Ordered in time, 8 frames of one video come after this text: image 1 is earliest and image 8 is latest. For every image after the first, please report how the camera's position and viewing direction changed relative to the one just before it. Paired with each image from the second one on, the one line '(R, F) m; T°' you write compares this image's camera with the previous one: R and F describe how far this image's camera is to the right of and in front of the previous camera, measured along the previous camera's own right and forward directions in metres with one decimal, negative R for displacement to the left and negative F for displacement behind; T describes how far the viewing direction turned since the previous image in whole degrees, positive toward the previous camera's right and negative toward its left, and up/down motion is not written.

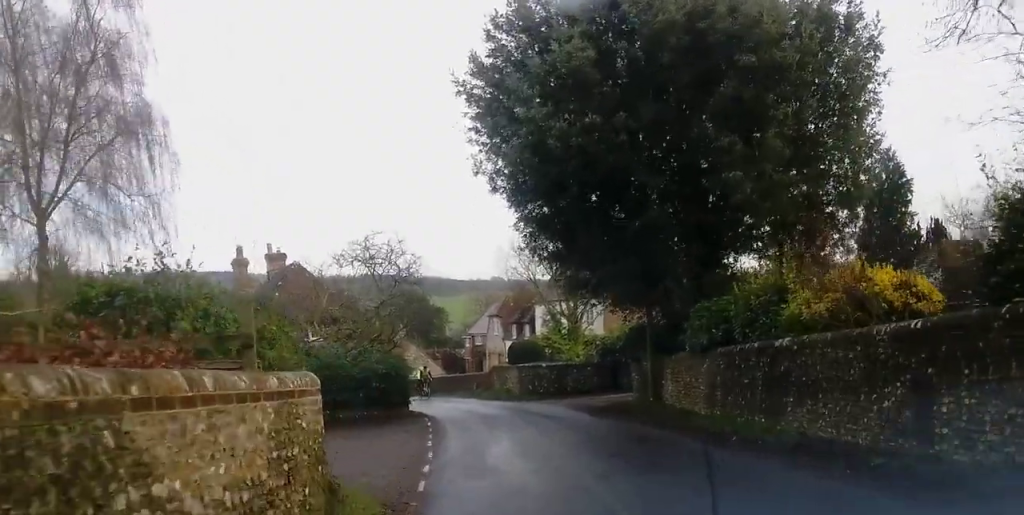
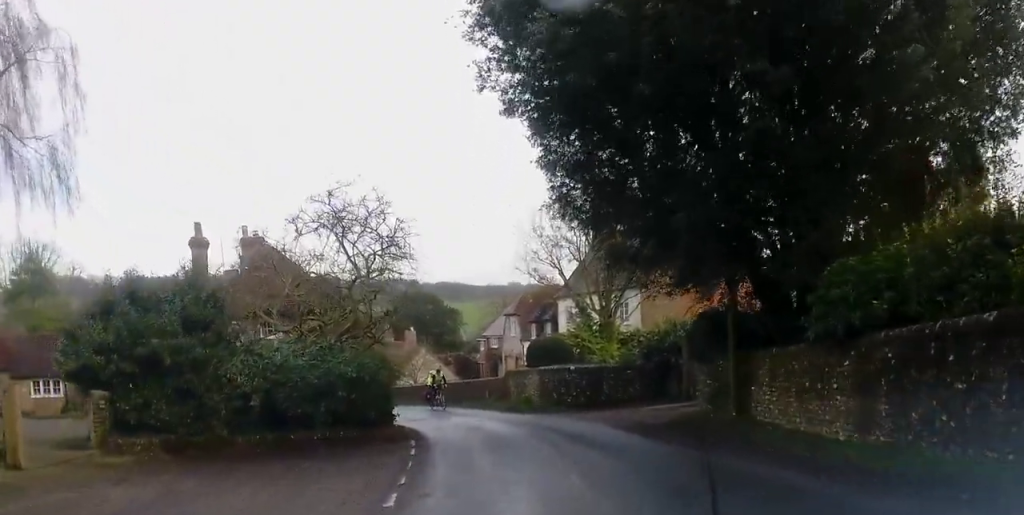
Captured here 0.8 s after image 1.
(+0.1, +6.8) m; 0°
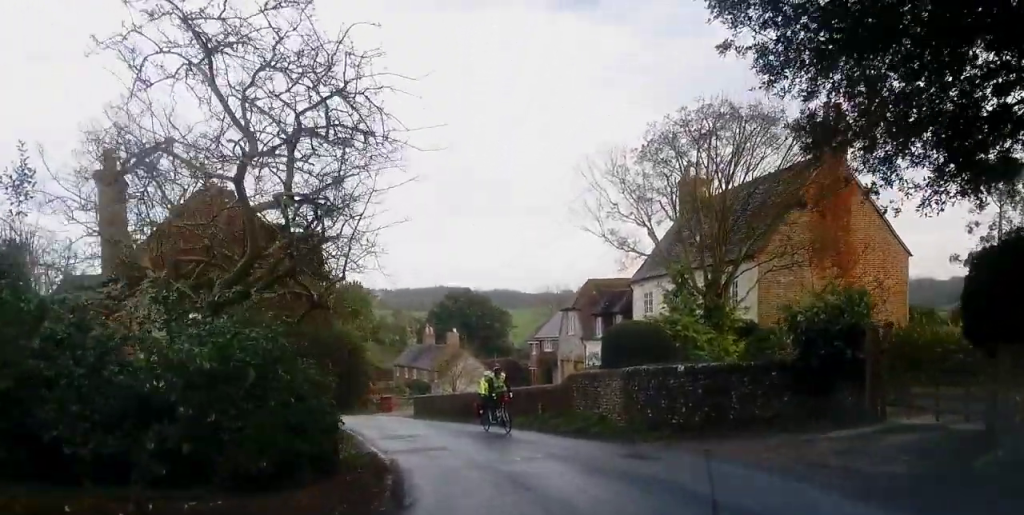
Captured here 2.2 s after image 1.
(-0.5, +10.5) m; -5°
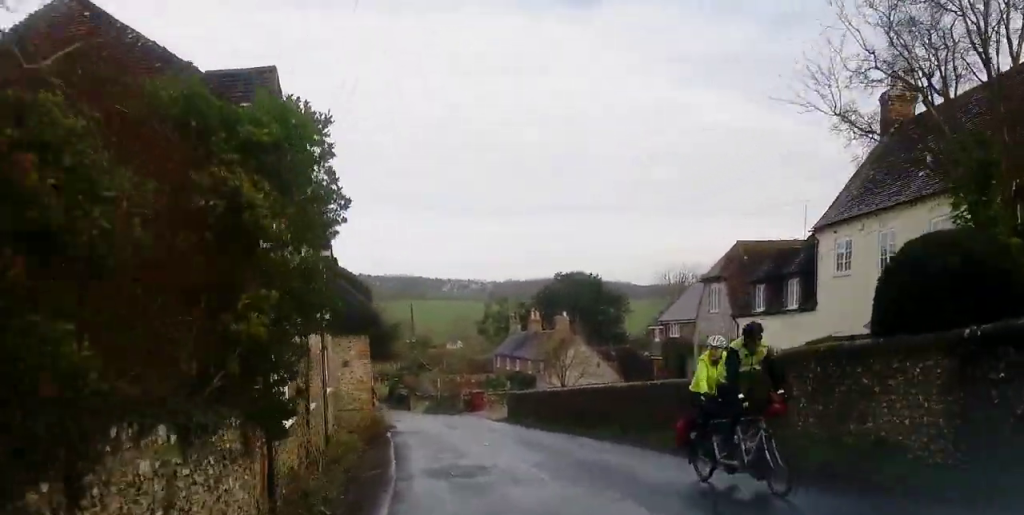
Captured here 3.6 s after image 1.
(0.0, +10.7) m; -3°
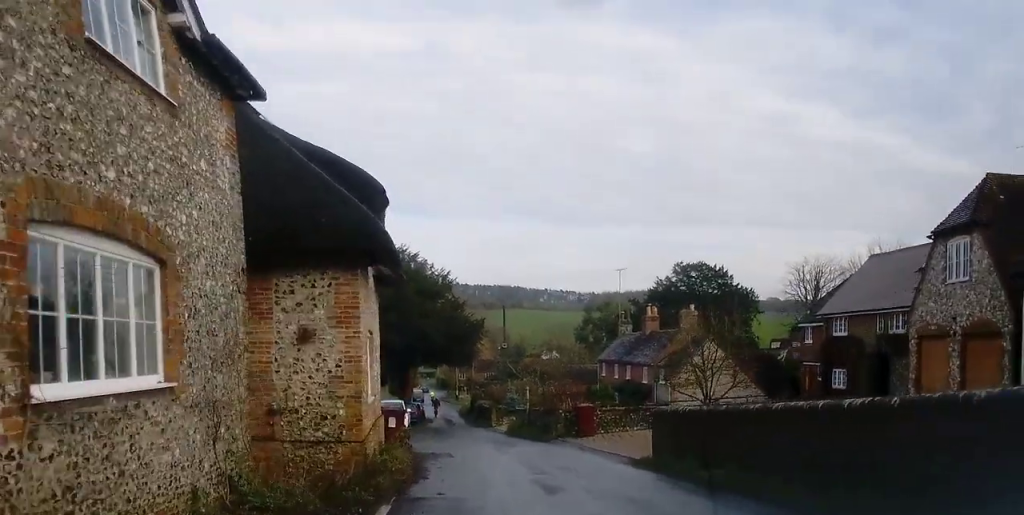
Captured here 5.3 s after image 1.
(-1.7, +14.0) m; -12°
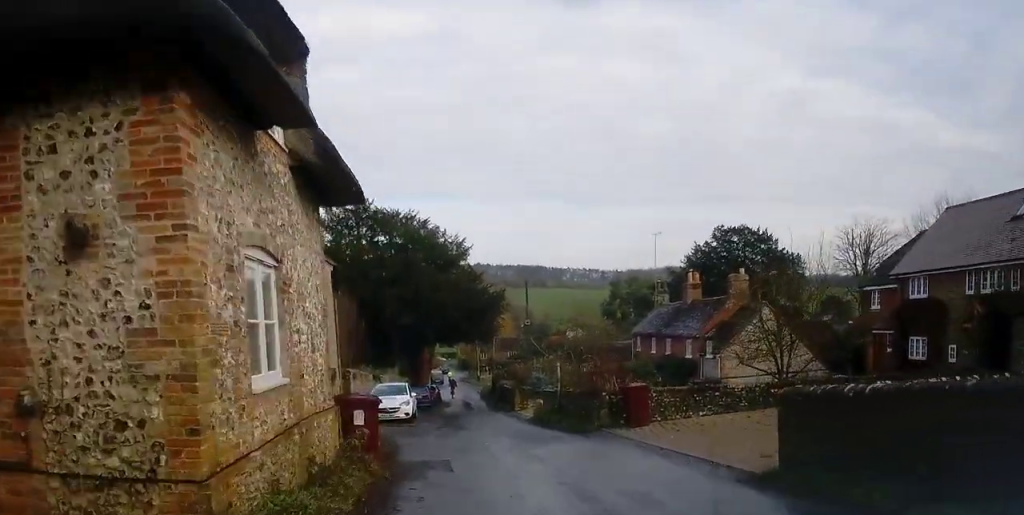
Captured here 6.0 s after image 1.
(-0.2, +6.3) m; 0°
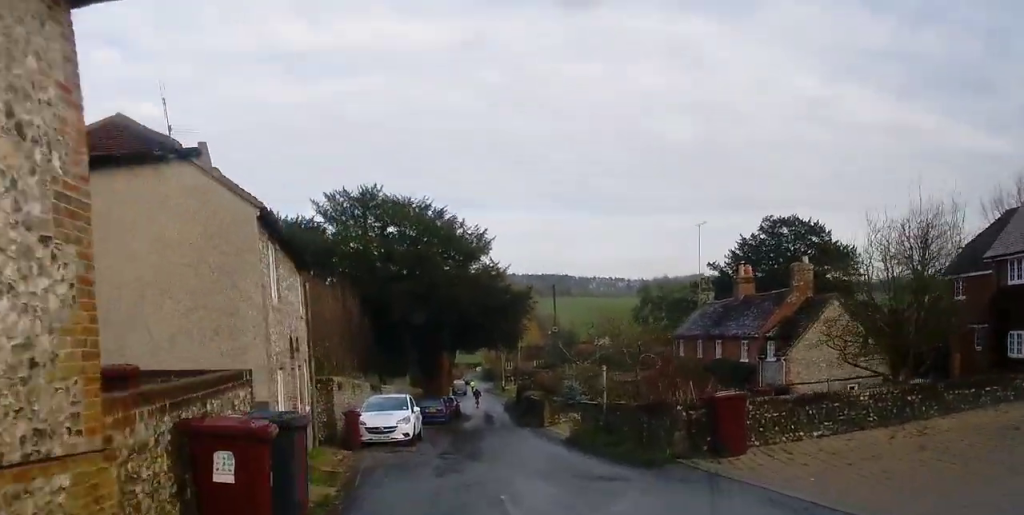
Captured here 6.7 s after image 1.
(0.0, +6.4) m; +1°
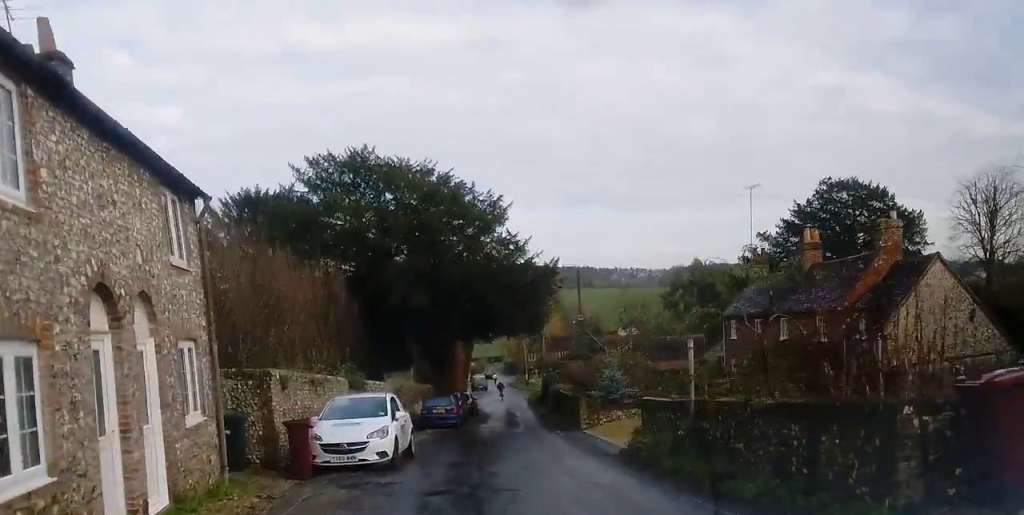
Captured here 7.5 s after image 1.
(+0.3, +7.6) m; 0°
